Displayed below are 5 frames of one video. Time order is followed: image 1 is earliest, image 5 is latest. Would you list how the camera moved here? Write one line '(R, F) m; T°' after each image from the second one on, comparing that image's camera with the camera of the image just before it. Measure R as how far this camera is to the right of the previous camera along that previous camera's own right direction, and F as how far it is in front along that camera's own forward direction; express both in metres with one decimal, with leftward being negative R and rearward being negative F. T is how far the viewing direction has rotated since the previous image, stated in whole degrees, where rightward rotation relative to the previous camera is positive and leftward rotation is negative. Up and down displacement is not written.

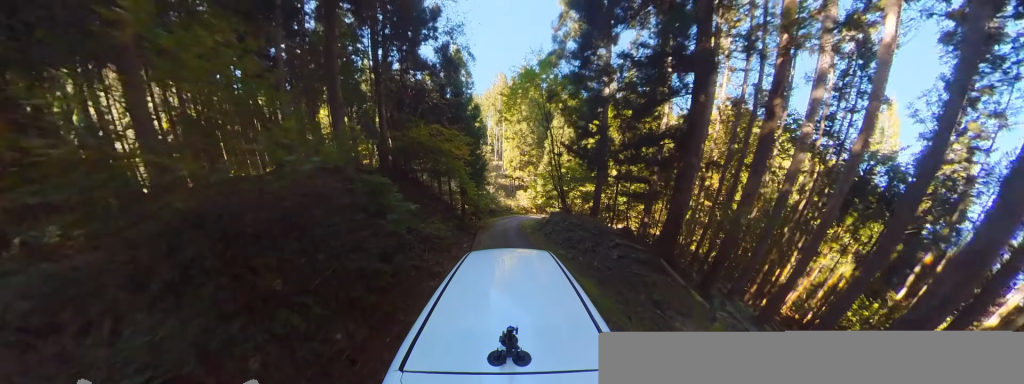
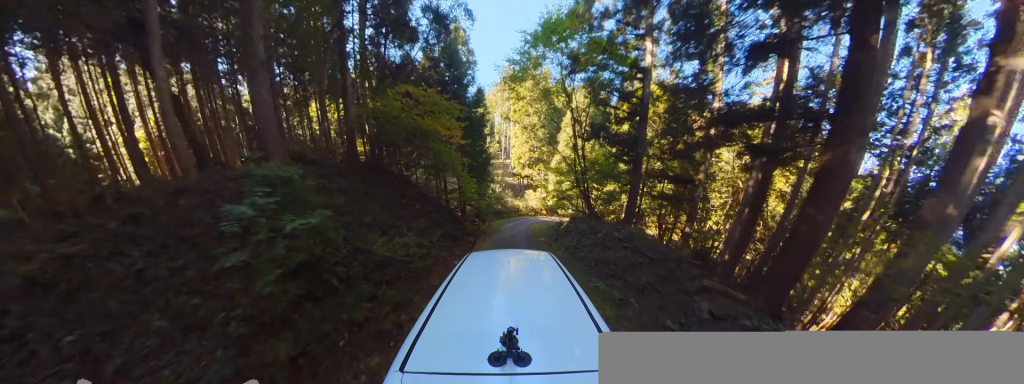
(+0.8, +3.0) m; +7°
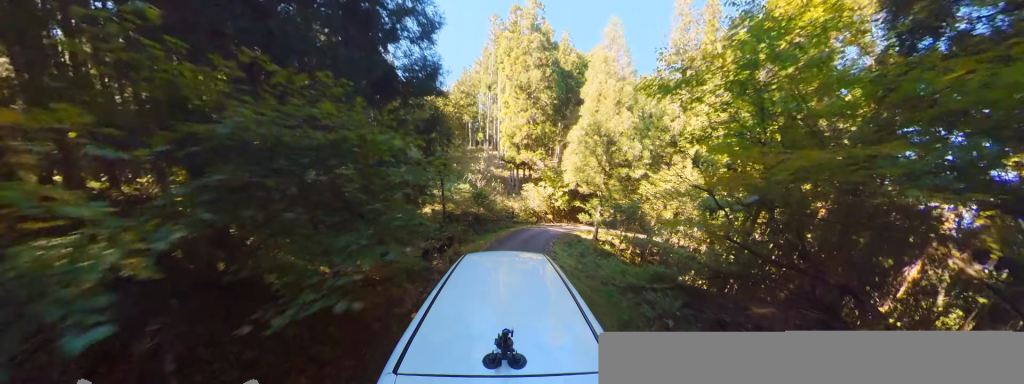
(+2.6, +12.1) m; +28°
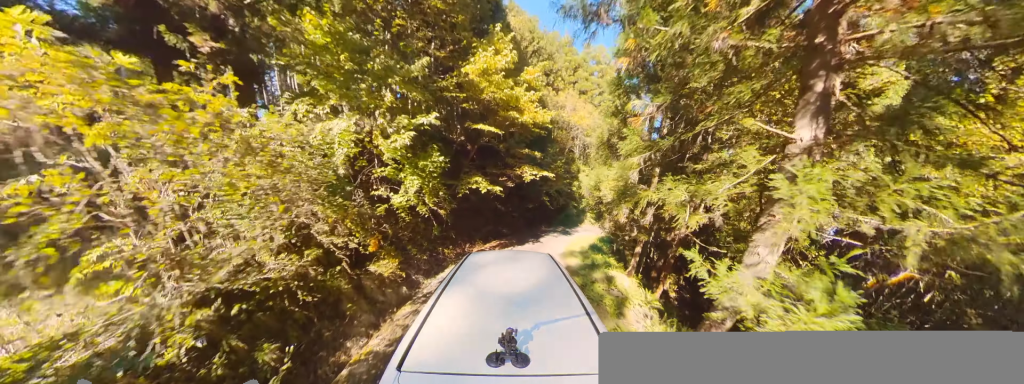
(+15.8, +13.9) m; +70°
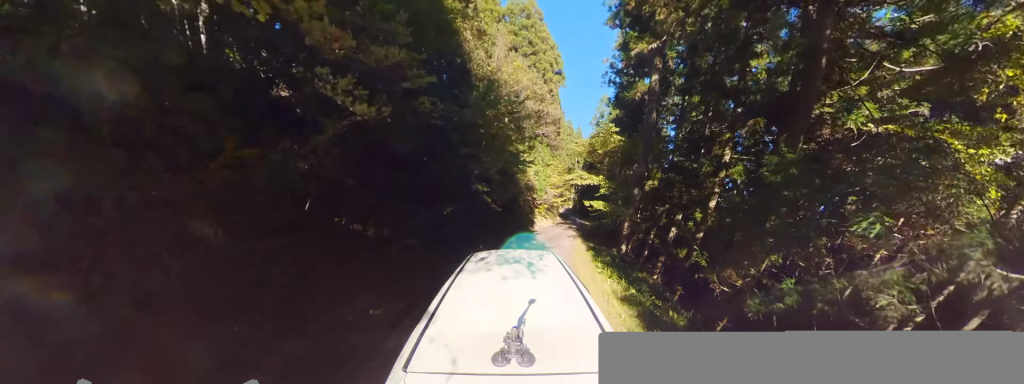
(-0.4, +12.7) m; -4°
